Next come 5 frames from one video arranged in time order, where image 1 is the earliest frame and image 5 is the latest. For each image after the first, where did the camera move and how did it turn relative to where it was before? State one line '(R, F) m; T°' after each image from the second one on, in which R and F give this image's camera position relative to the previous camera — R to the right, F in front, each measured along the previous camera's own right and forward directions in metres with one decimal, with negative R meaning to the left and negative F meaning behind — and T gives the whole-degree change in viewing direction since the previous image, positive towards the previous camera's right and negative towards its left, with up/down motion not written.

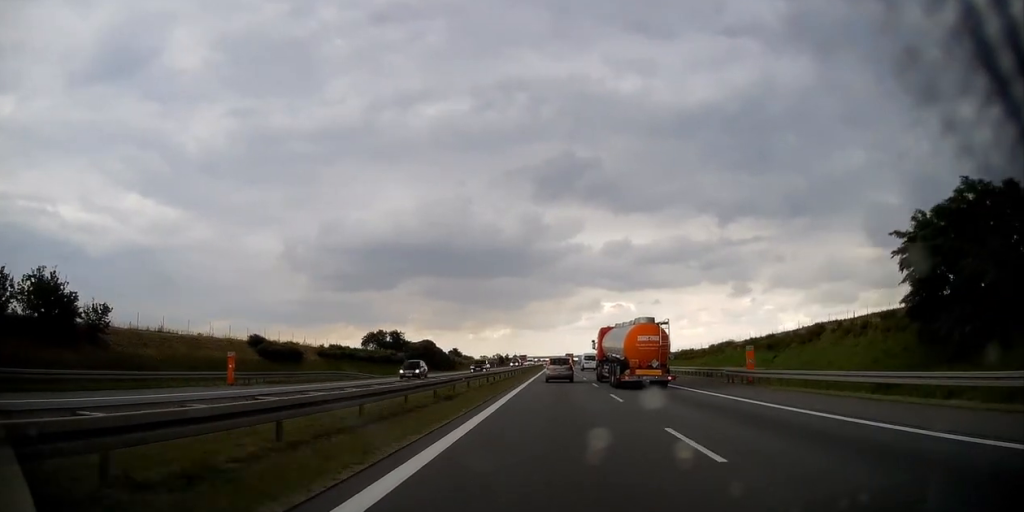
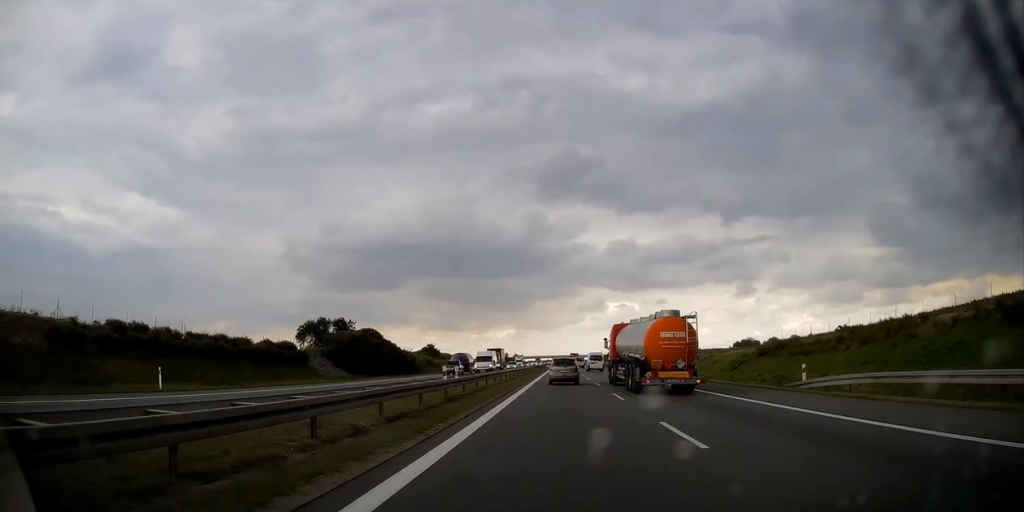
(+0.4, +59.5) m; 0°
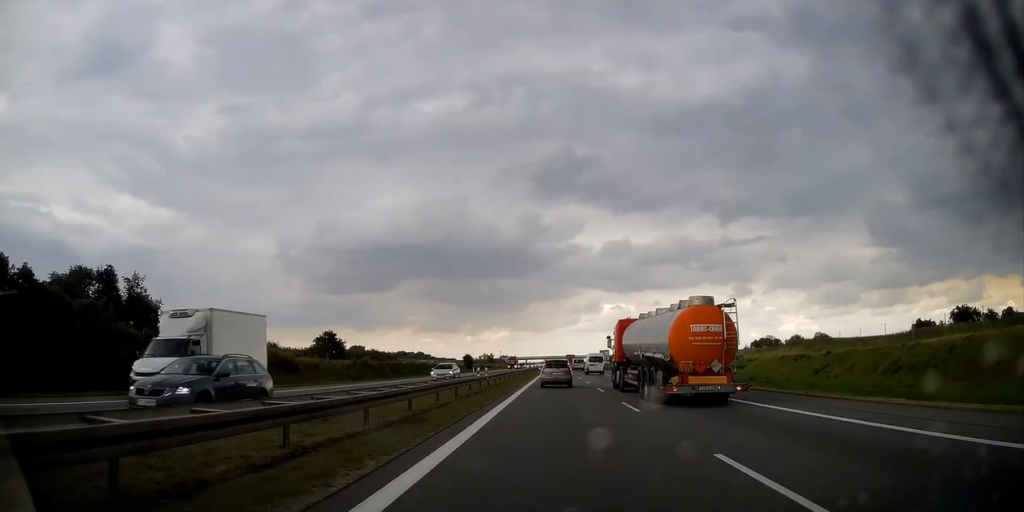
(-1.1, +88.4) m; 0°
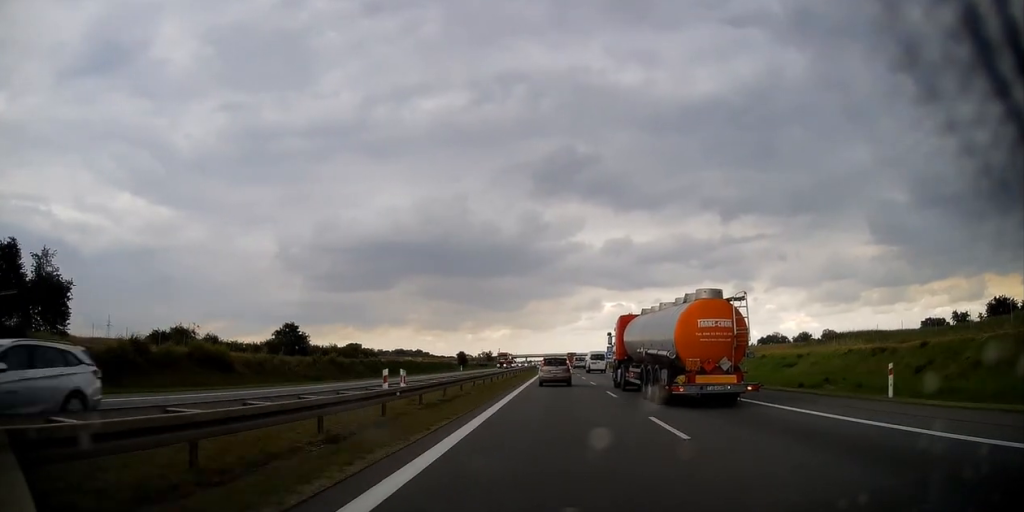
(0.0, +18.2) m; 0°
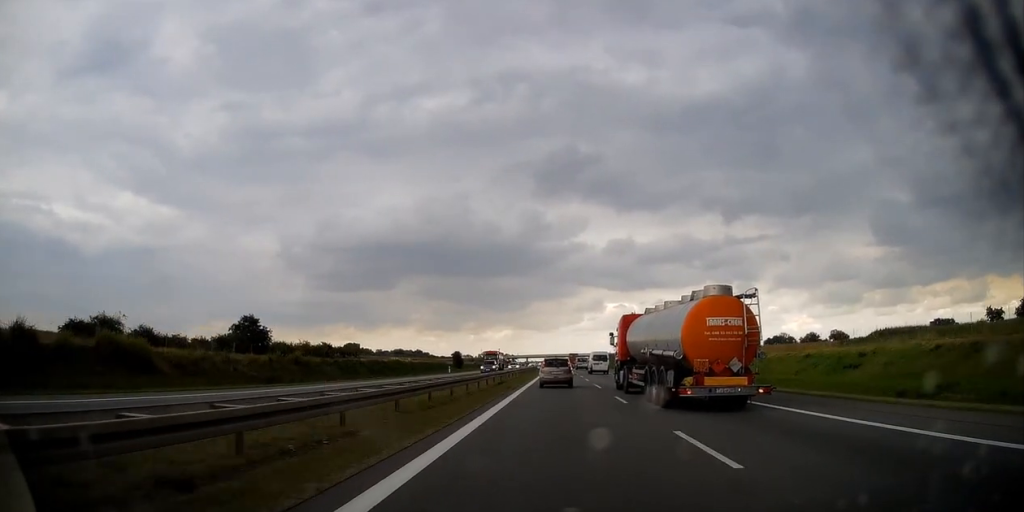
(+0.2, +14.8) m; 0°
